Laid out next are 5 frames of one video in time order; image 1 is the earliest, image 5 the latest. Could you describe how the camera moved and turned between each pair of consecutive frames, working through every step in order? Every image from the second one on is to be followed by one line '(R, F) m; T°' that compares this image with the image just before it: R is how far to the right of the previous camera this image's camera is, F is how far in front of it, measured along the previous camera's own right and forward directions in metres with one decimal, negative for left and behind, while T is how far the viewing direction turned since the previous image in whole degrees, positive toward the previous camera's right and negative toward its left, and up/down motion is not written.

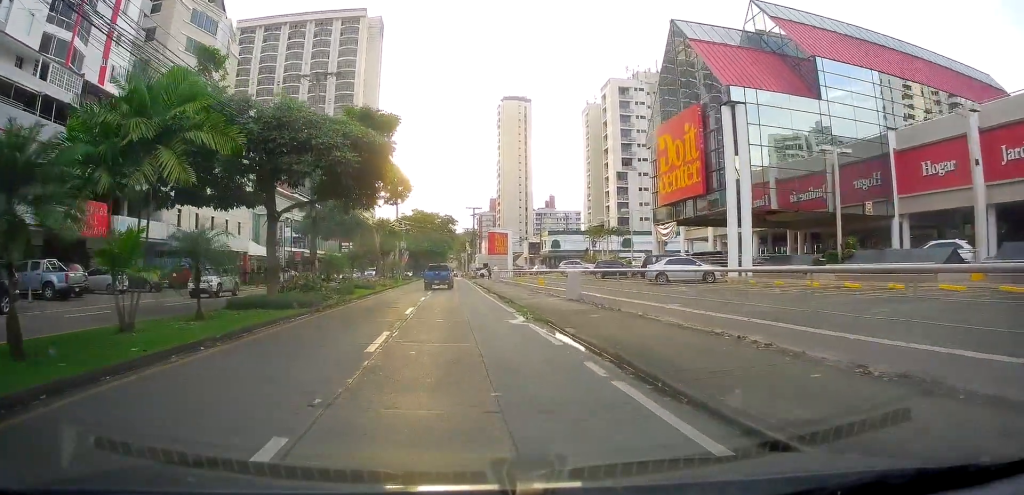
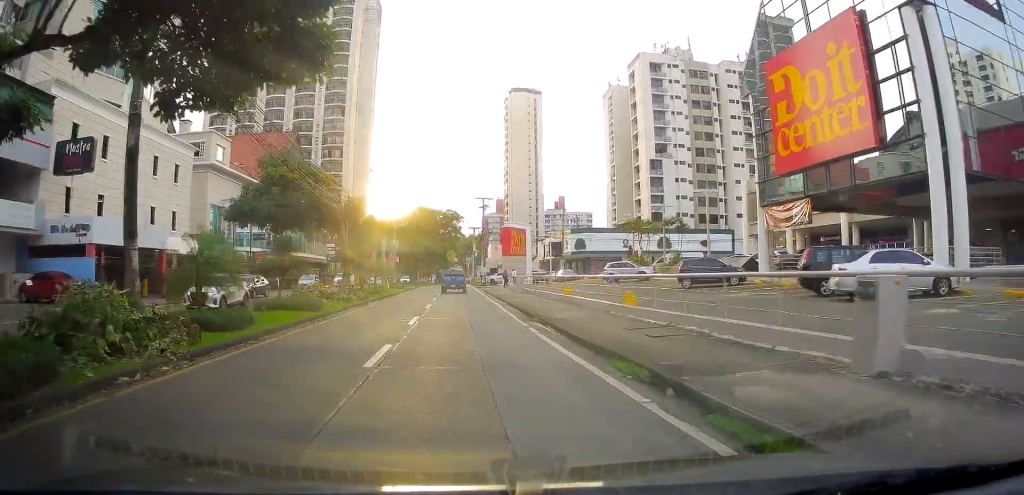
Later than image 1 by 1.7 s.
(+0.9, +17.1) m; -2°
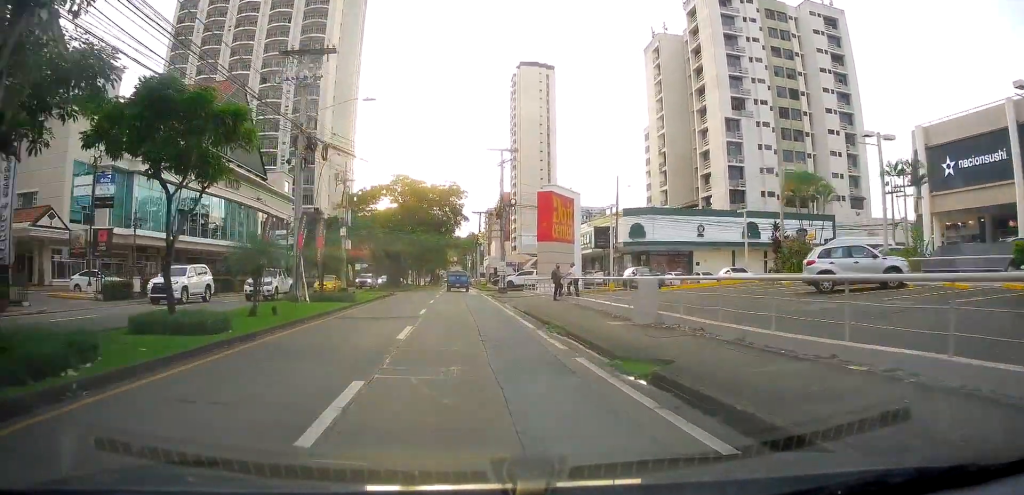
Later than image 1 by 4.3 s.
(-1.6, +28.0) m; -2°
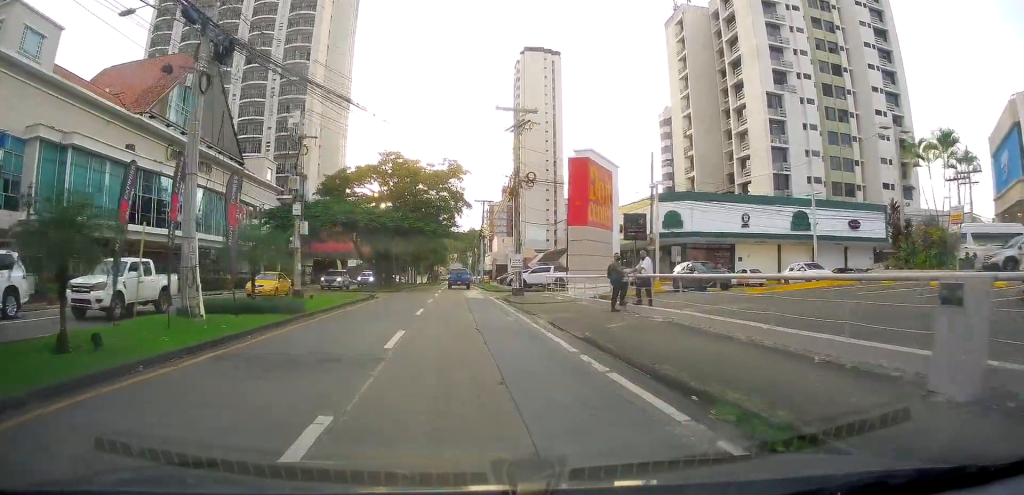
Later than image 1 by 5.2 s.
(+0.2, +10.0) m; +3°
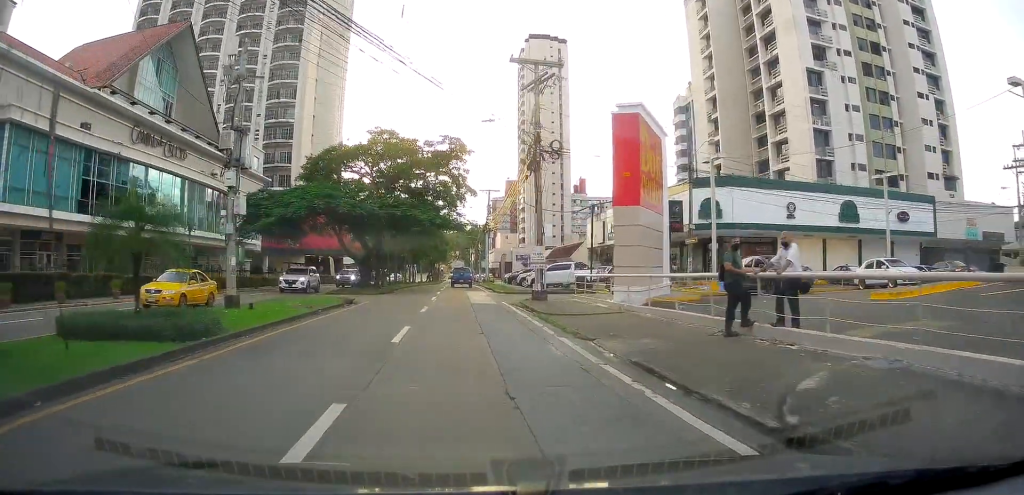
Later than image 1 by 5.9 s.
(+0.5, +7.5) m; 0°
